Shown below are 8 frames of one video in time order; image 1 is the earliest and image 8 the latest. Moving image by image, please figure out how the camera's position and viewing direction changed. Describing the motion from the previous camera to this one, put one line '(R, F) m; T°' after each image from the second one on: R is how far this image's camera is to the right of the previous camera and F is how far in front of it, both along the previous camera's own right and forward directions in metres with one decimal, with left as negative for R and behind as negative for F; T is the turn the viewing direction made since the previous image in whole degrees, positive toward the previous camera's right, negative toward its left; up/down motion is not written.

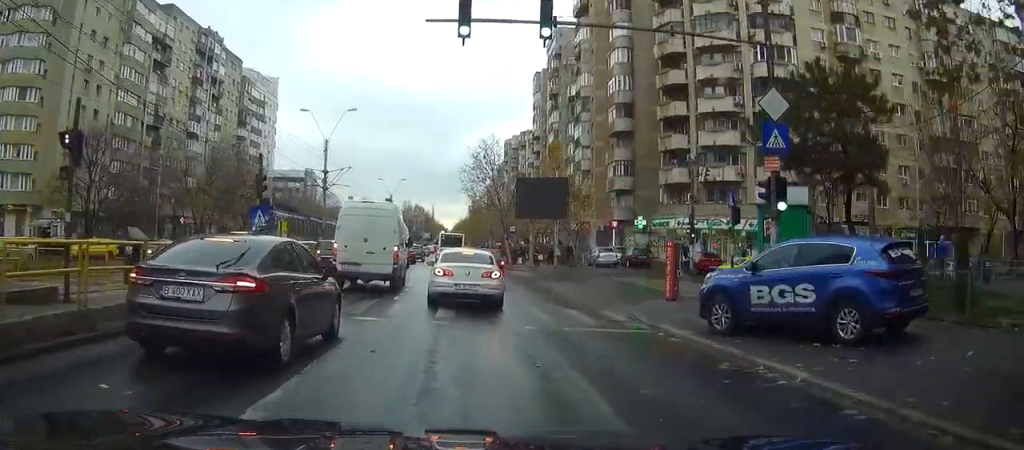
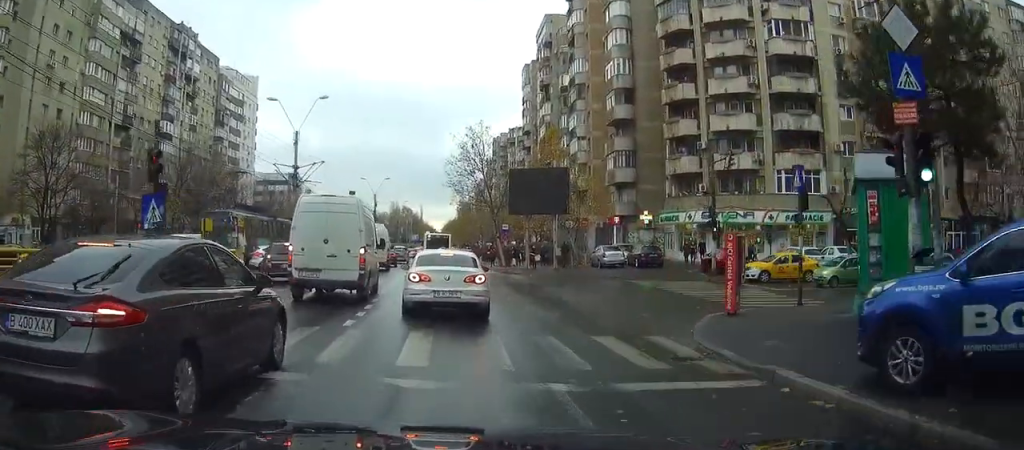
(0.0, +6.1) m; 0°
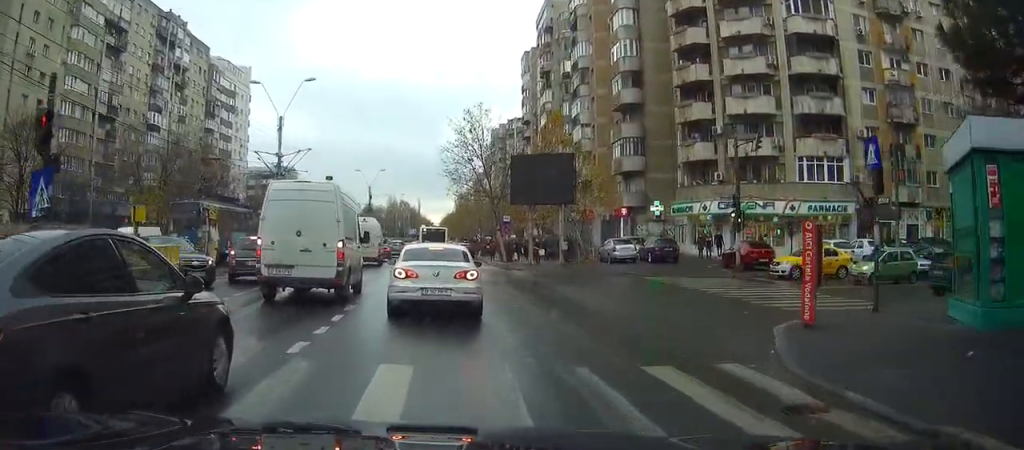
(0.0, +4.2) m; 0°
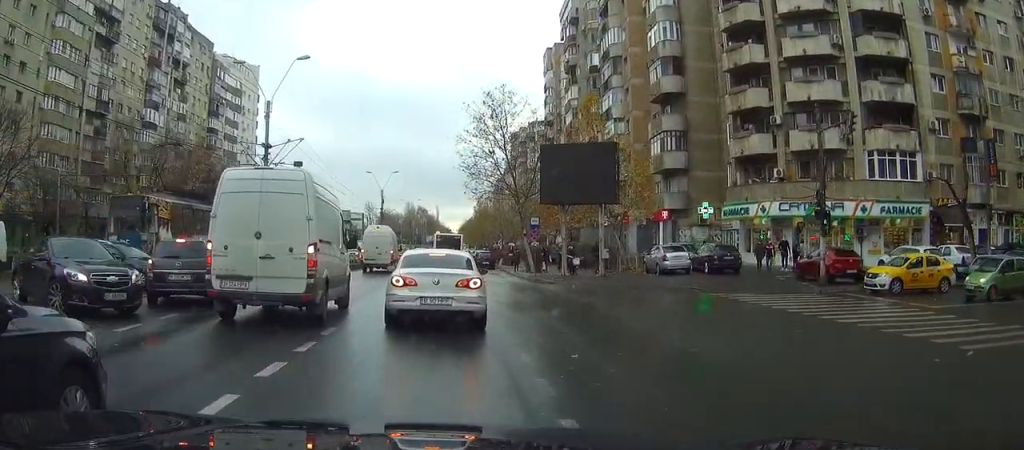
(+0.1, +8.6) m; 0°
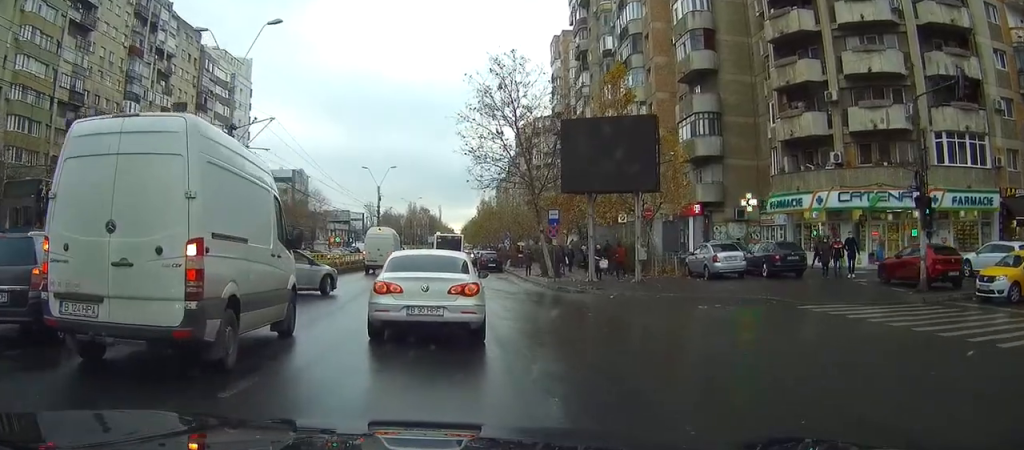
(-0.3, +7.0) m; -3°
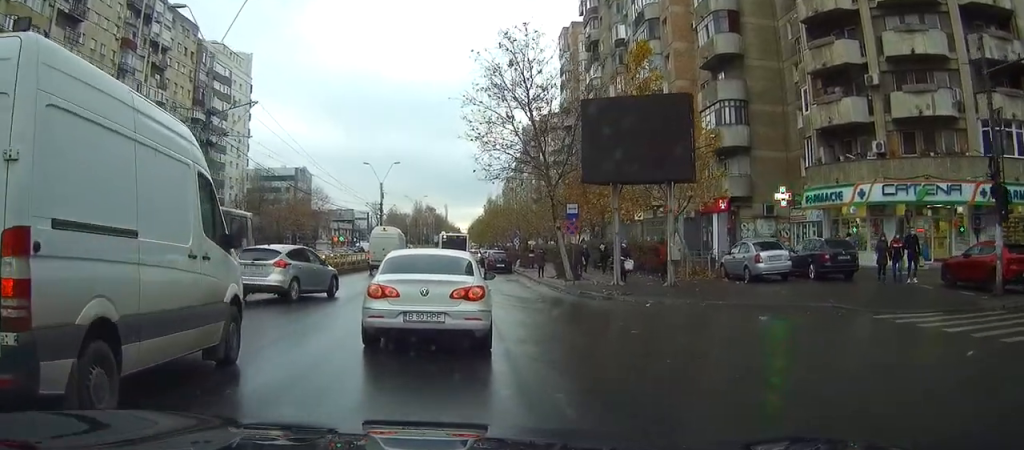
(0.0, +3.7) m; +2°
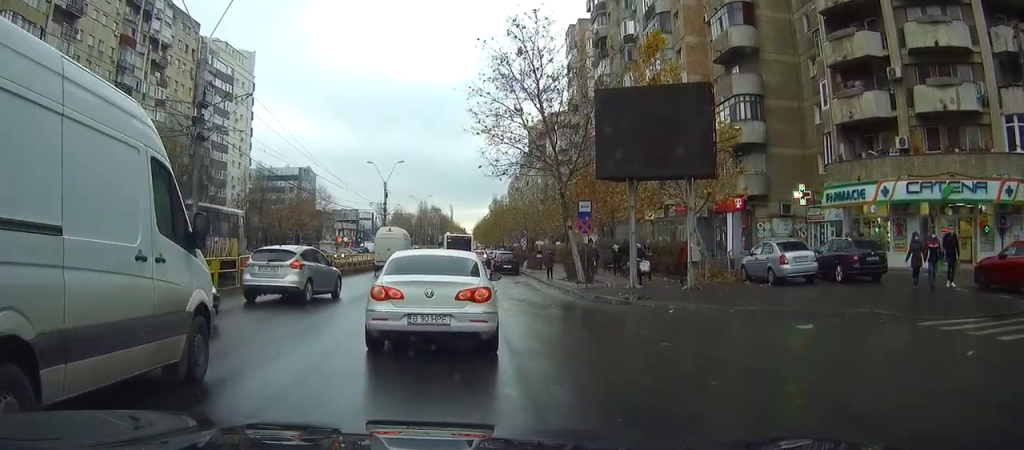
(0.0, +1.7) m; +1°
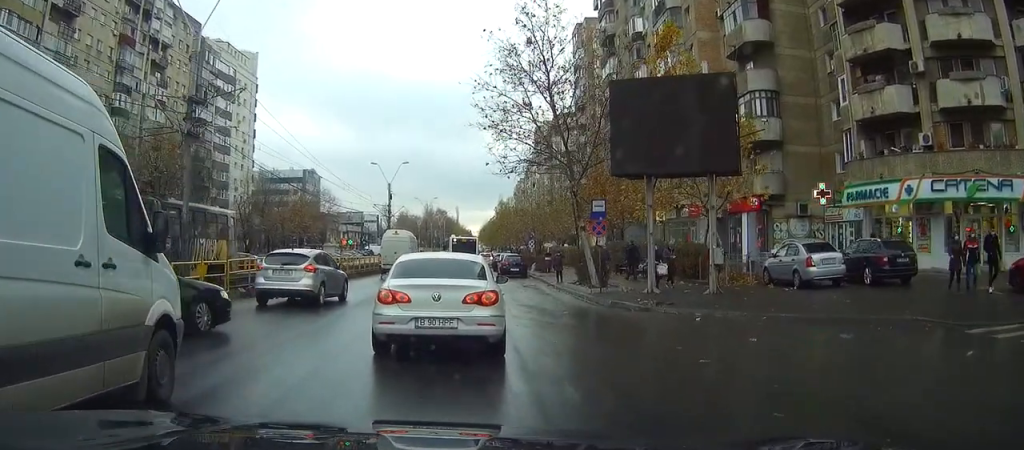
(0.0, +1.6) m; 0°
